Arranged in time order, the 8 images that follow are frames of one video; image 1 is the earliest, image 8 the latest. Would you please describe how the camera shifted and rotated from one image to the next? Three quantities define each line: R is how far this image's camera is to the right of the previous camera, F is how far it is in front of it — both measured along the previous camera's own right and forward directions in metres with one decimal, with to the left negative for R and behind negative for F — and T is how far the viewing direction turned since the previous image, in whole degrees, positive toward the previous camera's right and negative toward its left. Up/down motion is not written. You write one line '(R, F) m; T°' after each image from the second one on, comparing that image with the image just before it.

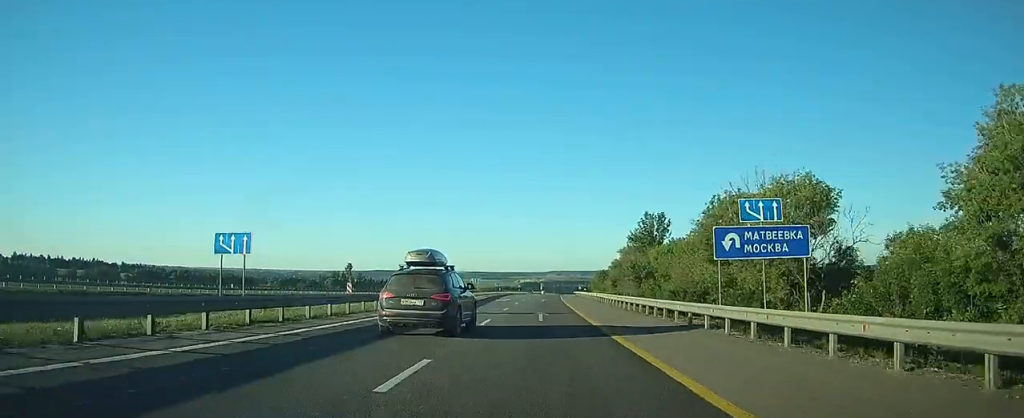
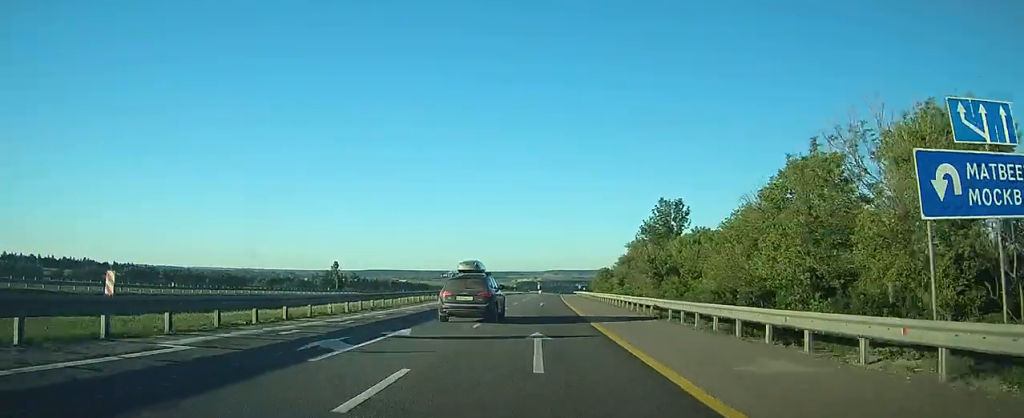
(0.0, +13.0) m; 0°
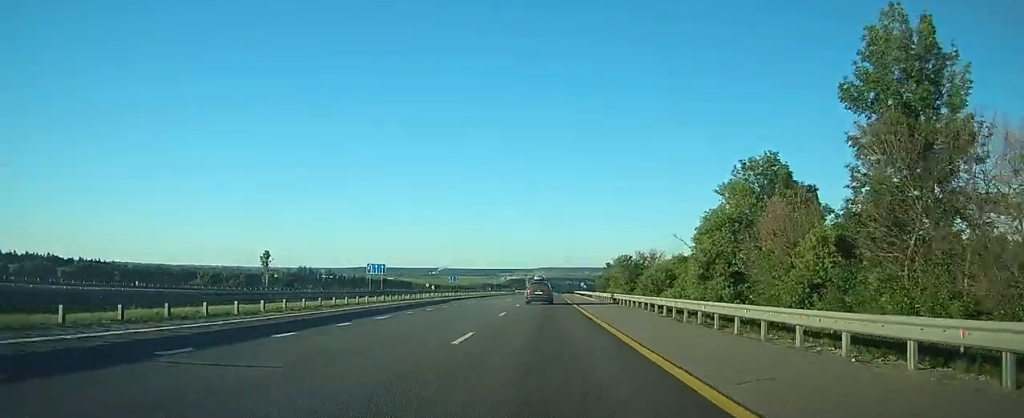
(+0.7, +52.1) m; +2°
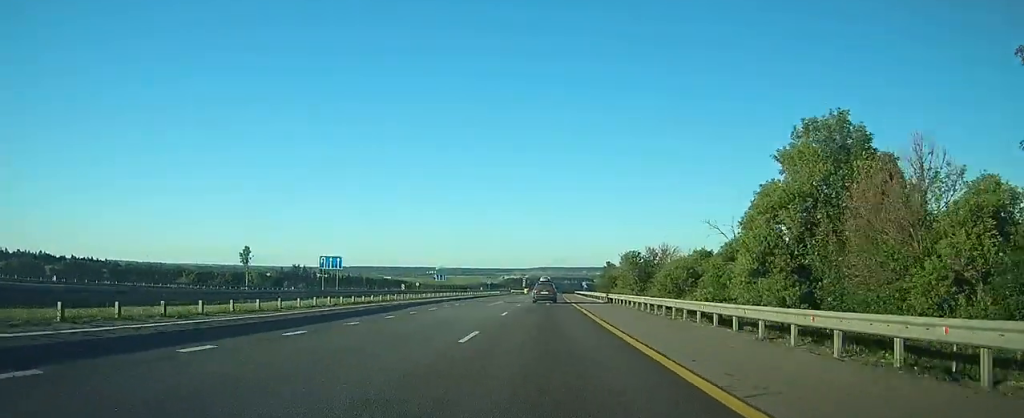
(0.0, +11.3) m; 0°
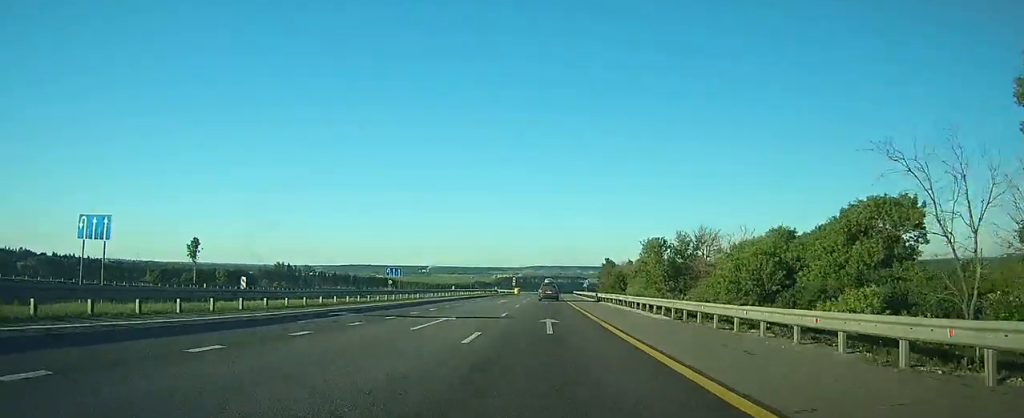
(+0.2, +23.6) m; +1°
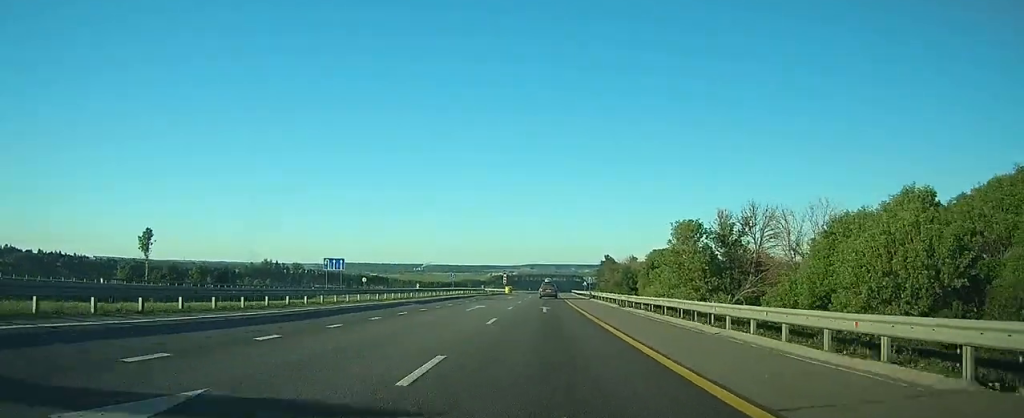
(+0.1, +17.4) m; +1°
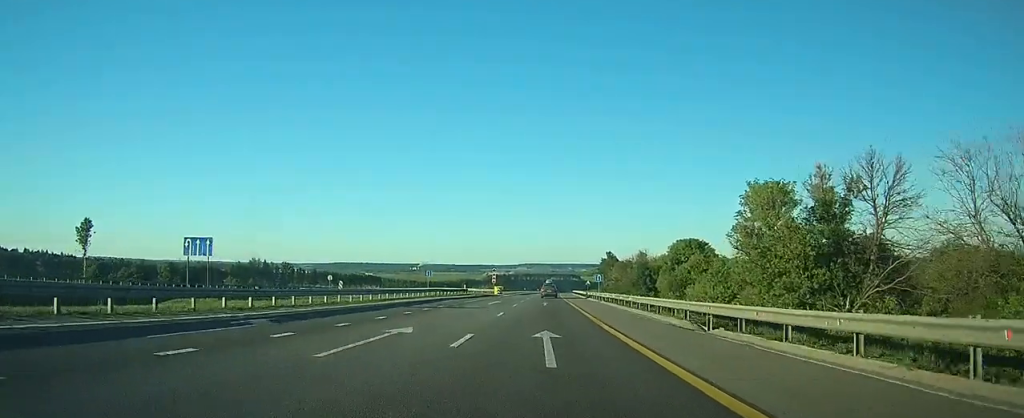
(+0.1, +19.0) m; 0°
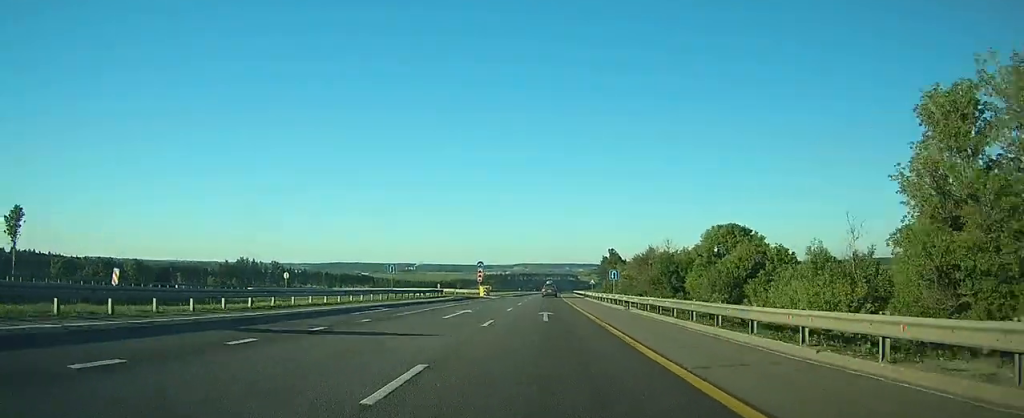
(0.0, +17.7) m; 0°
